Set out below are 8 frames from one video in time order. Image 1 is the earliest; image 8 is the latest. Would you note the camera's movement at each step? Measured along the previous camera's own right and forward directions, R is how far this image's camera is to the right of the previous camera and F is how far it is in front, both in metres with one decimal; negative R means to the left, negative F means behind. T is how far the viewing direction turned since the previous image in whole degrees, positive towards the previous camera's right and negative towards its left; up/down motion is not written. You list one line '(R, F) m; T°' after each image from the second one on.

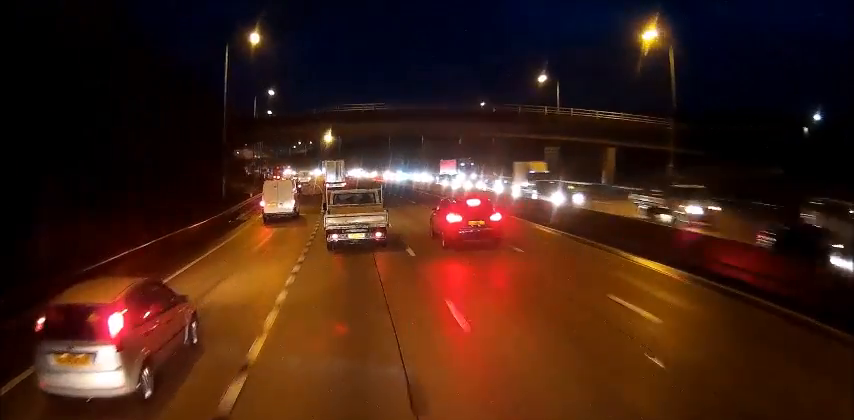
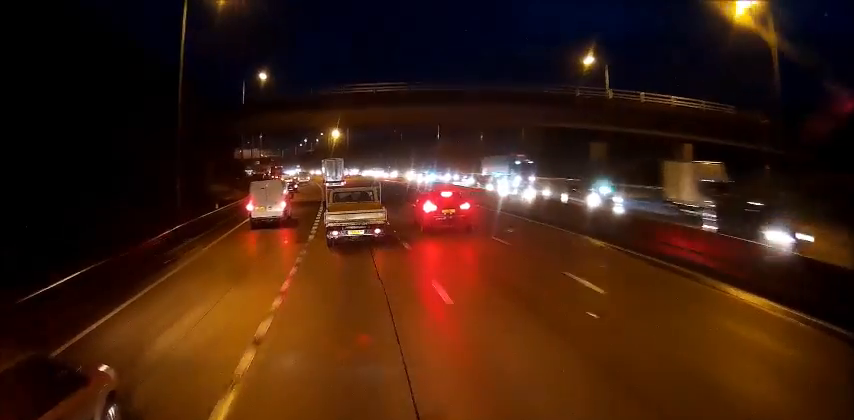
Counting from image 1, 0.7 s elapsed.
(0.0, +16.7) m; -1°
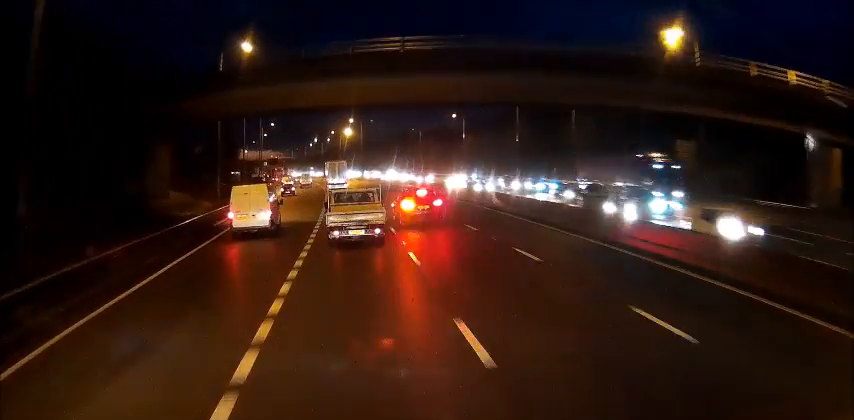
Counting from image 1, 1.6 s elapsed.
(-0.2, +20.6) m; -1°
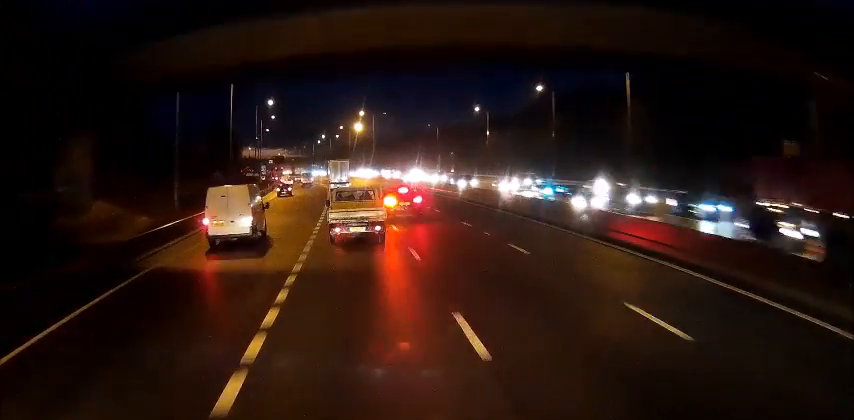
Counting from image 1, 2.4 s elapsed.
(-0.2, +16.9) m; -1°
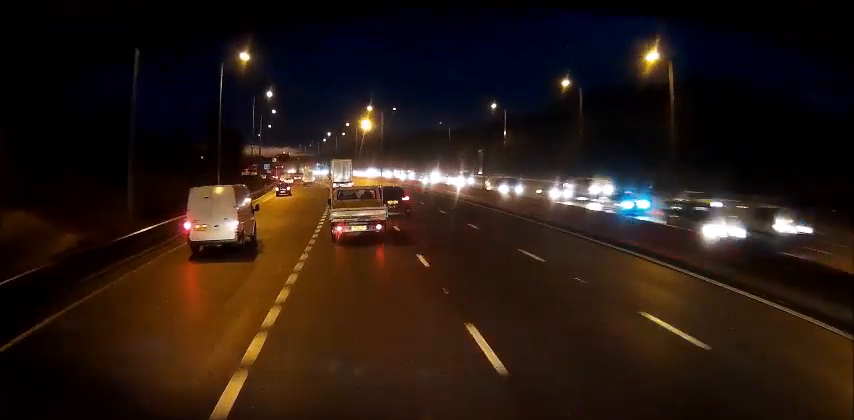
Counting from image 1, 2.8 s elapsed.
(0.0, +10.1) m; 0°
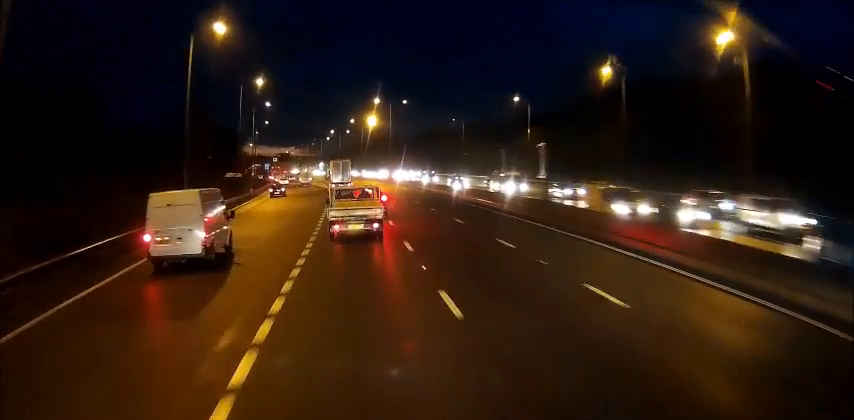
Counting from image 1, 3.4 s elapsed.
(0.0, +14.8) m; -1°
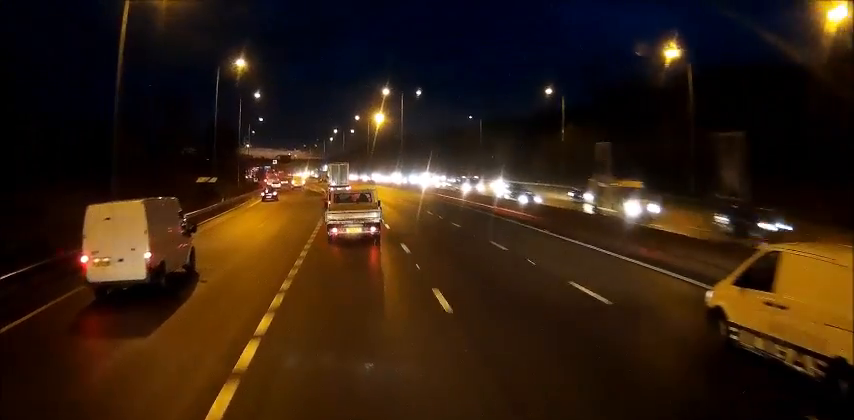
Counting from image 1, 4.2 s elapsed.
(0.0, +17.1) m; -1°
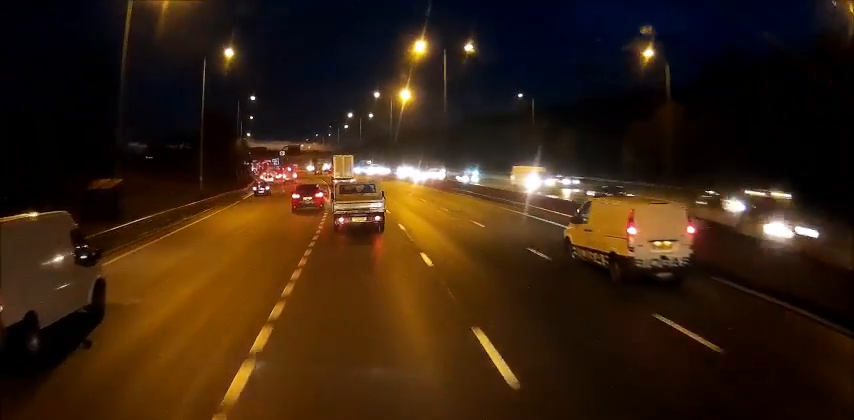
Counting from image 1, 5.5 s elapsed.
(-0.6, +31.4) m; -1°
